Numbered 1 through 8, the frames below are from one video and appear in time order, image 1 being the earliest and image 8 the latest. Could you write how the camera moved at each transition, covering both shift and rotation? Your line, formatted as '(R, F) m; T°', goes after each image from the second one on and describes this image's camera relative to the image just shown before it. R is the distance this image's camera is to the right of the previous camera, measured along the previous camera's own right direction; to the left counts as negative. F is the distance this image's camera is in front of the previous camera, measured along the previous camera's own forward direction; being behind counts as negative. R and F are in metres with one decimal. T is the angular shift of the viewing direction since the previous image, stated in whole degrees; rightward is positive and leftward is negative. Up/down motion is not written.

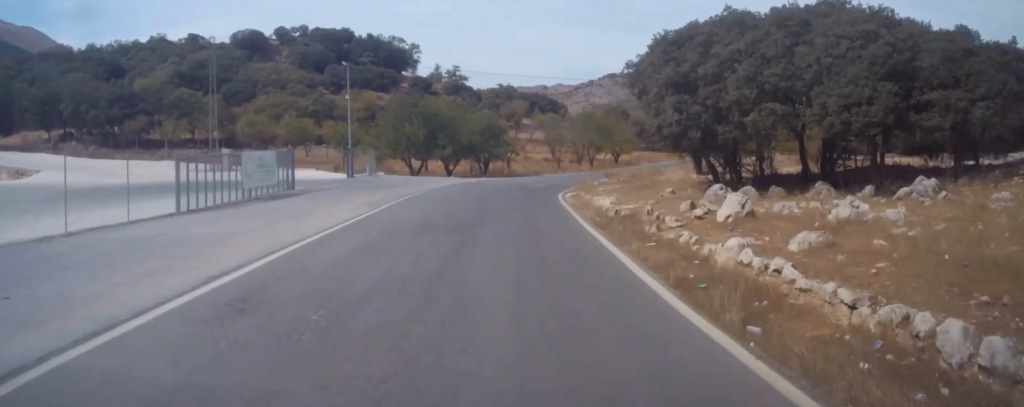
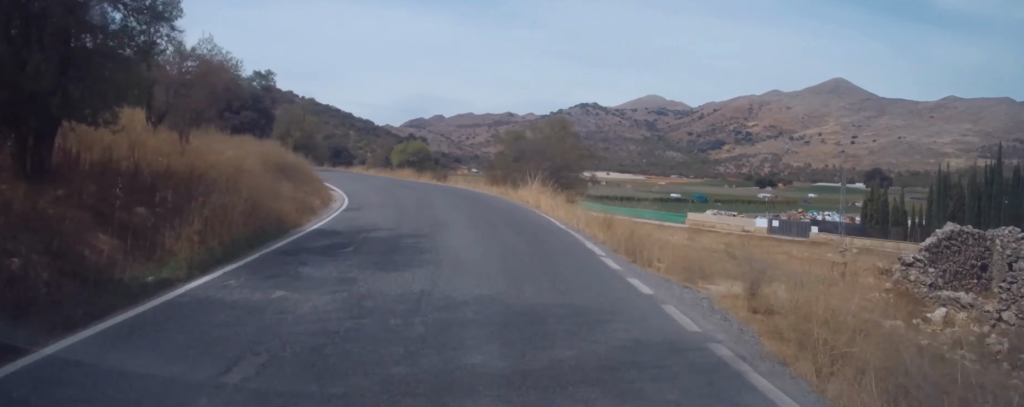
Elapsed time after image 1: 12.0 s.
(+0.7, +198.9) m; -32°
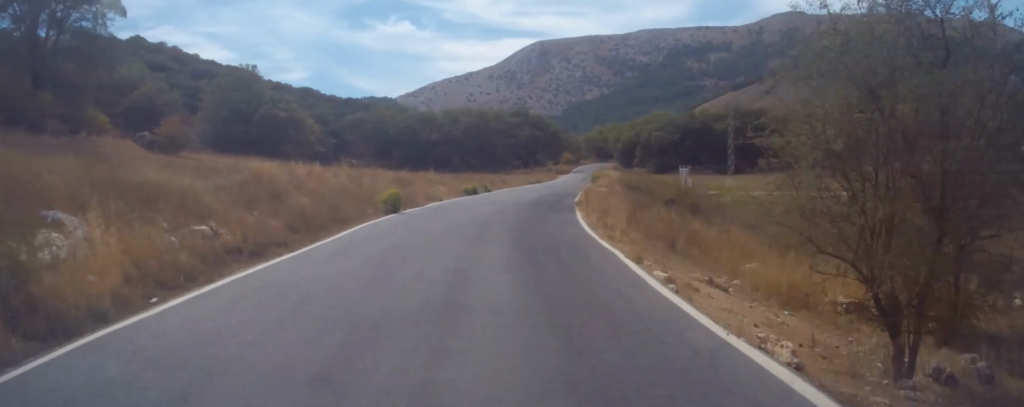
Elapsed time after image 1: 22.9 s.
(-104.4, +133.0) m; -50°
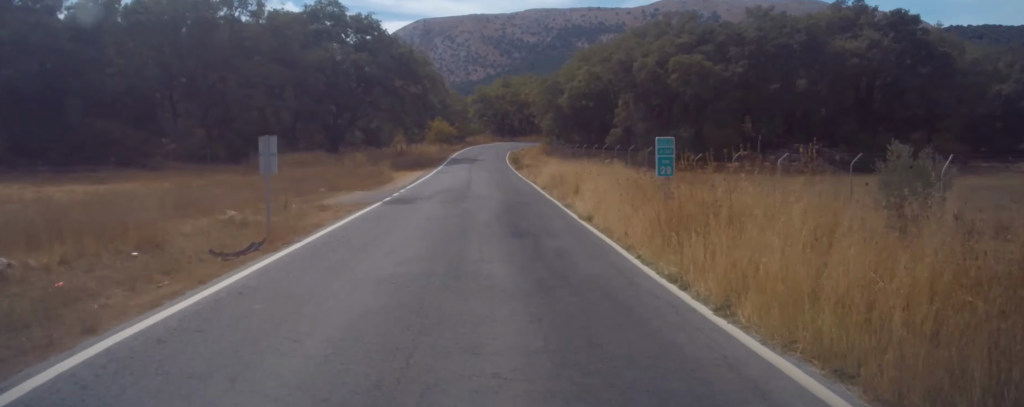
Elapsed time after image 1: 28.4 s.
(-9.1, +87.5) m; +5°
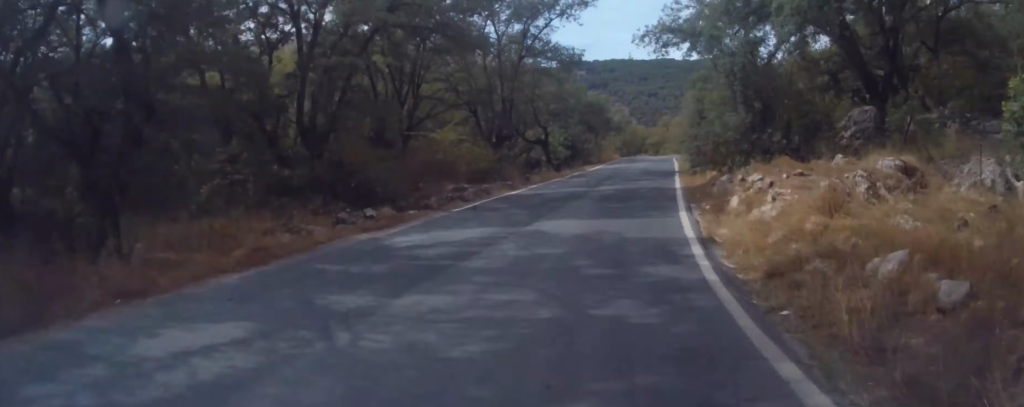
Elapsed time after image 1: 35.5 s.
(+18.3, +90.7) m; +31°
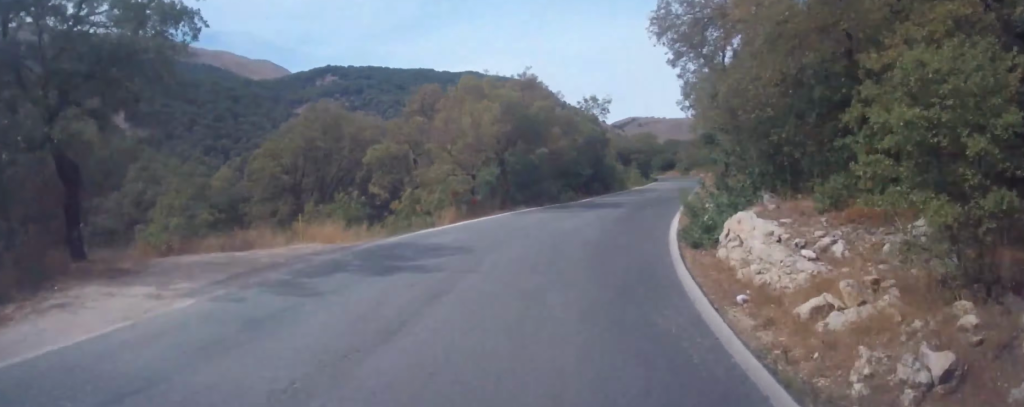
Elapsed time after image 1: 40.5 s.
(+19.1, +65.4) m; +21°
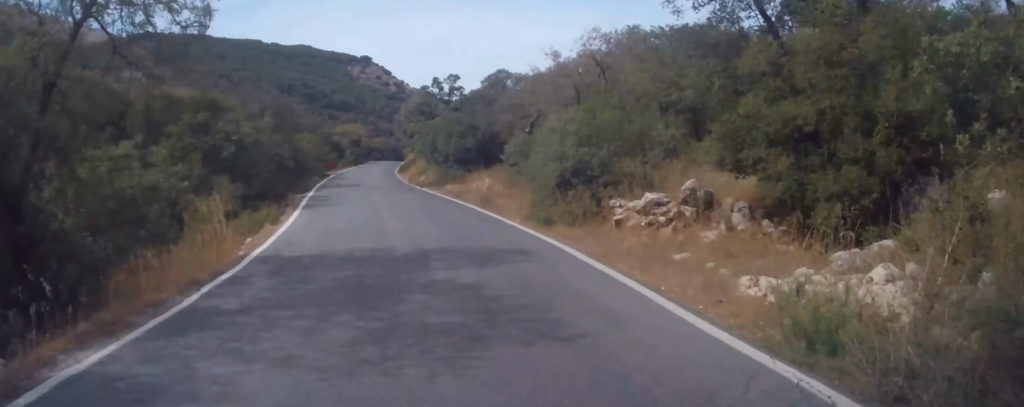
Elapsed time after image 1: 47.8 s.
(+8.6, +115.9) m; +2°
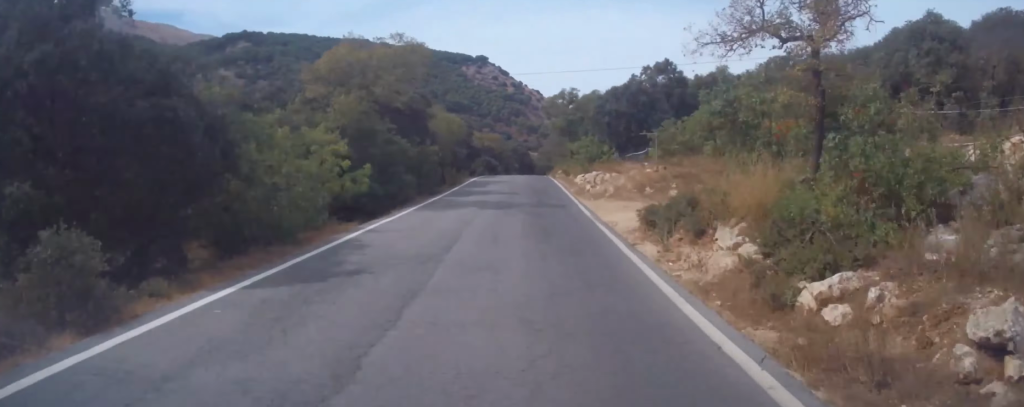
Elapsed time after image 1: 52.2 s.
(-3.3, +81.8) m; +1°
